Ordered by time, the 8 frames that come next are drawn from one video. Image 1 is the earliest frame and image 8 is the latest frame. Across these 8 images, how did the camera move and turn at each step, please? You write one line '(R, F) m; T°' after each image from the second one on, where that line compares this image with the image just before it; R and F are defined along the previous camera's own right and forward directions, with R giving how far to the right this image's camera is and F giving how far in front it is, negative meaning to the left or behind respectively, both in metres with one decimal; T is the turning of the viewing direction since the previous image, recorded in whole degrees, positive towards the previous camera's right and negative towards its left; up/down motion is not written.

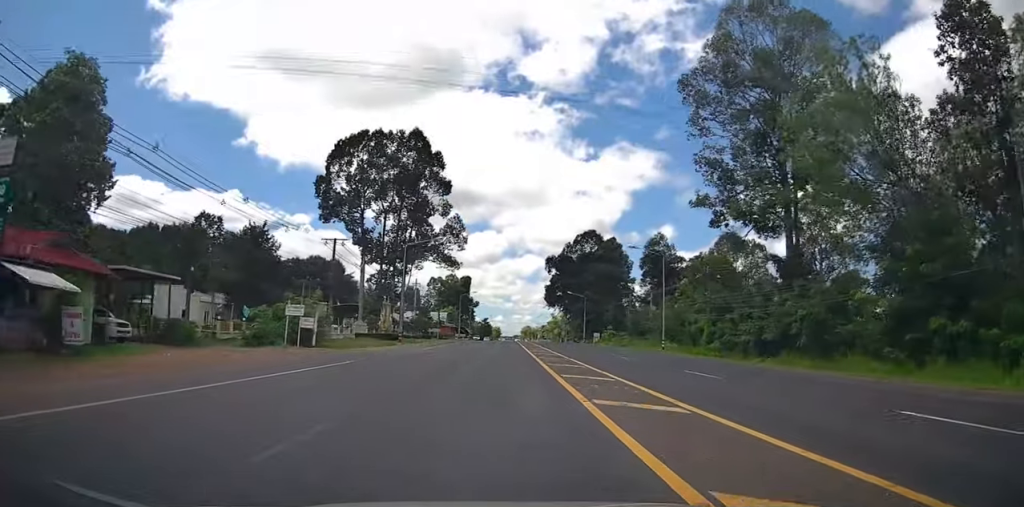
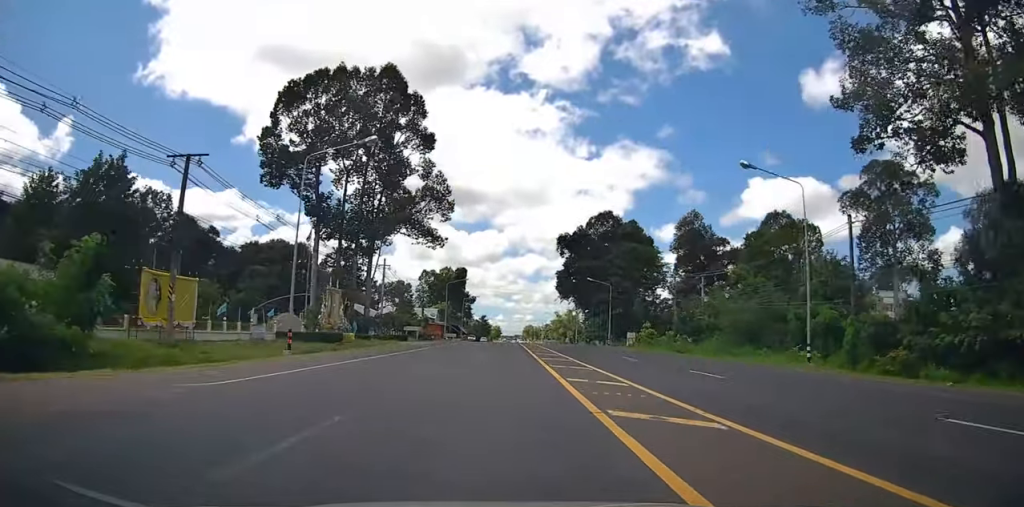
(+0.1, +25.7) m; 0°
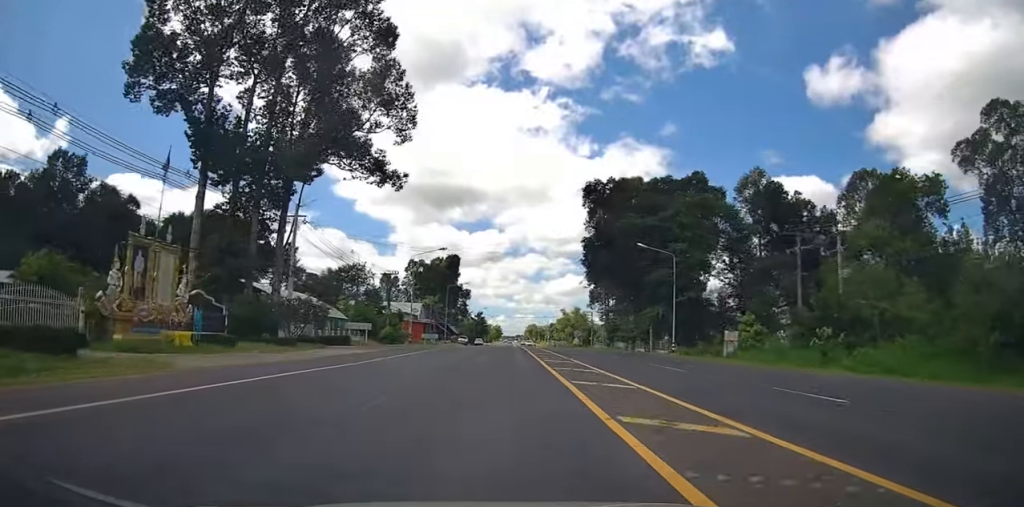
(-0.1, +30.9) m; 0°
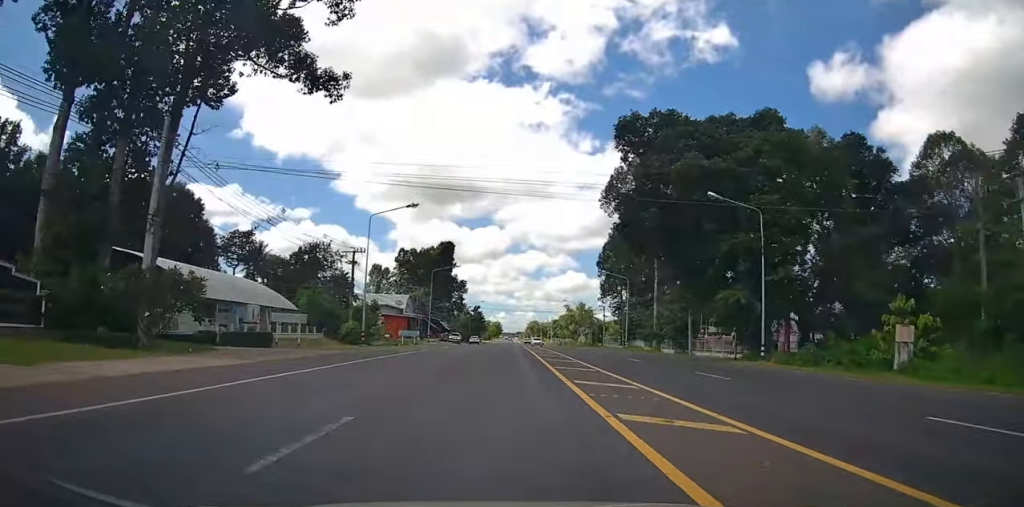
(0.0, +17.9) m; 0°
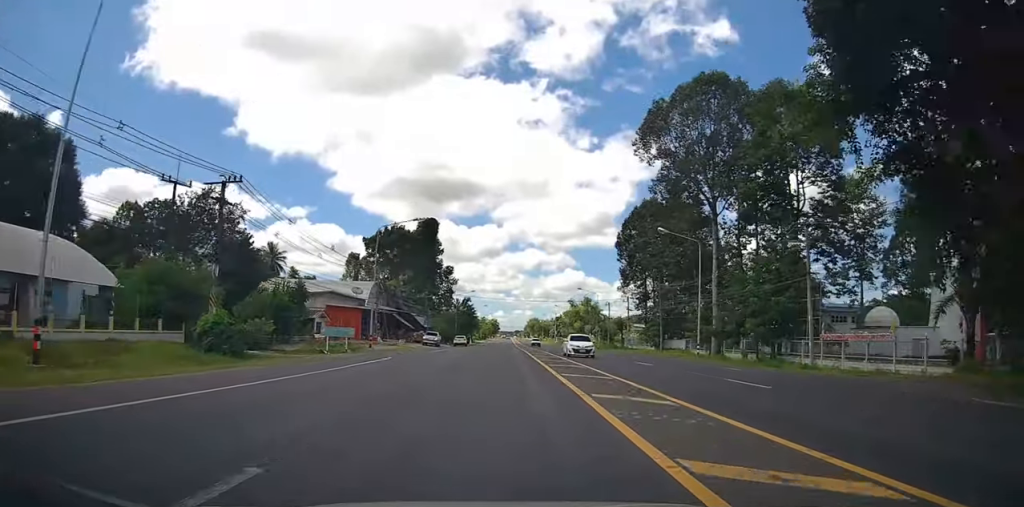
(0.0, +27.3) m; 0°
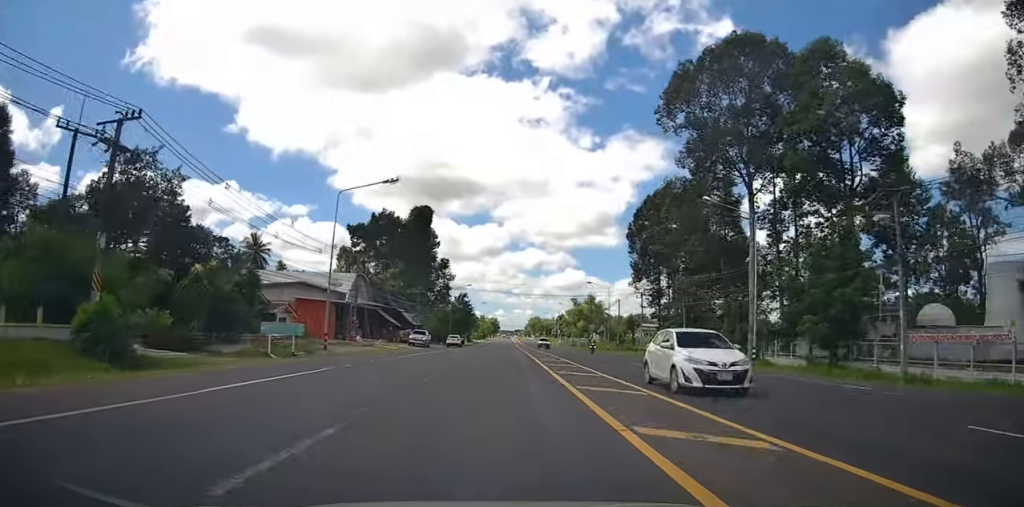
(+0.1, +9.9) m; -1°
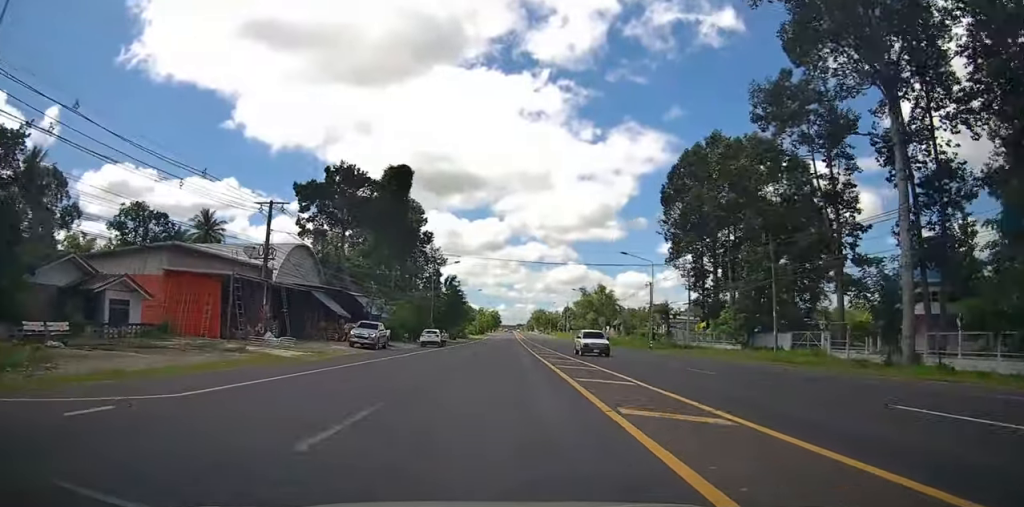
(-0.3, +22.7) m; 0°
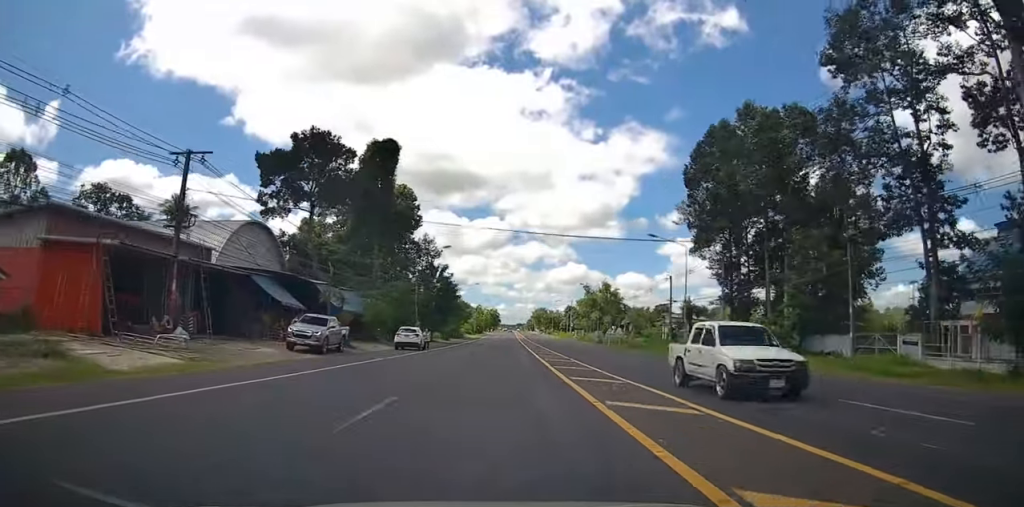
(-0.2, +10.6) m; 0°
